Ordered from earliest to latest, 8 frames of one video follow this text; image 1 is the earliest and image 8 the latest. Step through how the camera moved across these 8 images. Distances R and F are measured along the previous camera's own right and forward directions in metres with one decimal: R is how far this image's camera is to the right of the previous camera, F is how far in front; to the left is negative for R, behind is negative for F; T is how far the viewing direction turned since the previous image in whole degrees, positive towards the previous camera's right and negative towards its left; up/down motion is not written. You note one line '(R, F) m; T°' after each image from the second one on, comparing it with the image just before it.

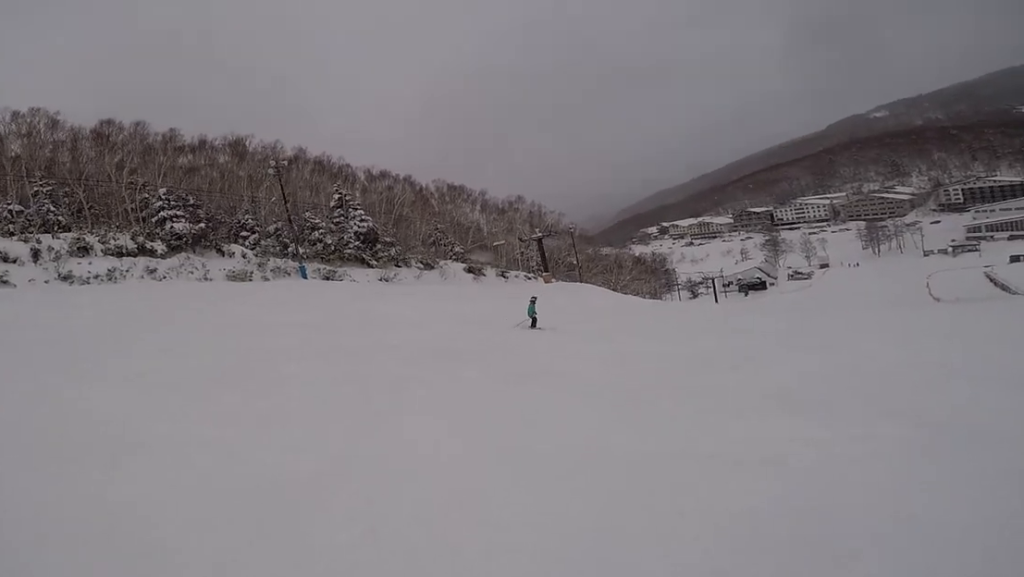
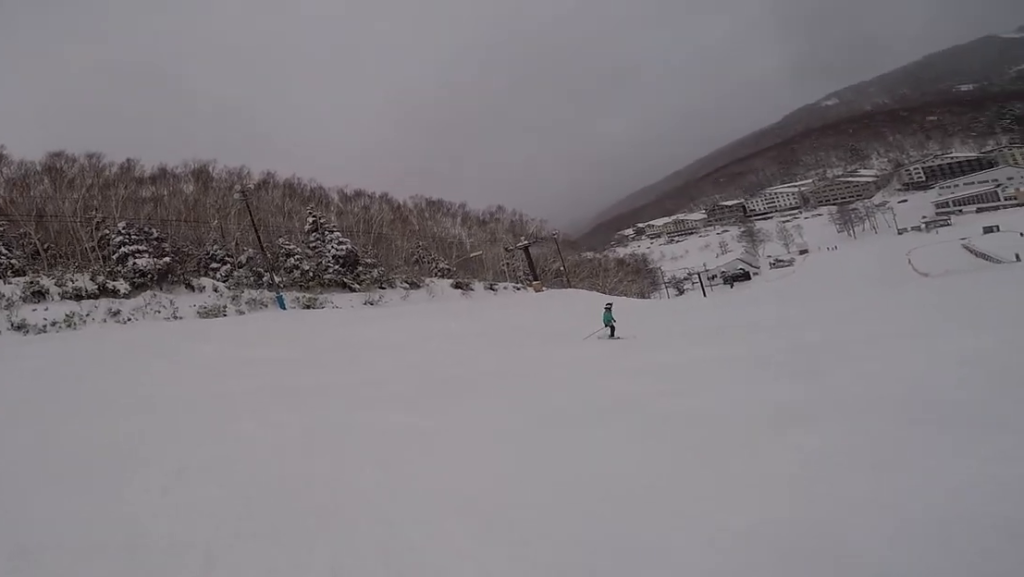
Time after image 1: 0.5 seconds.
(-0.1, +2.0) m; -6°
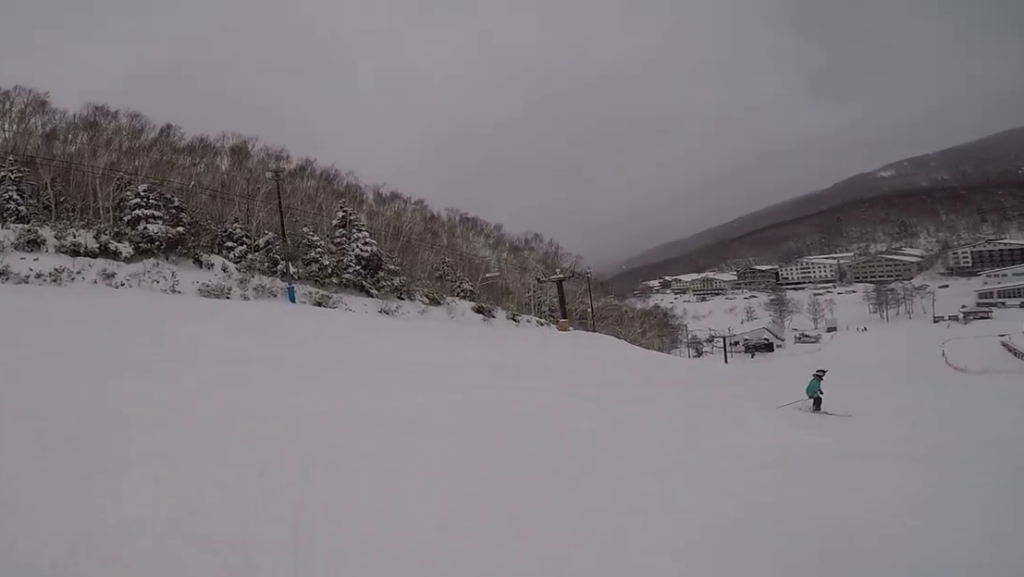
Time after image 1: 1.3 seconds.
(-1.0, +2.9) m; -8°
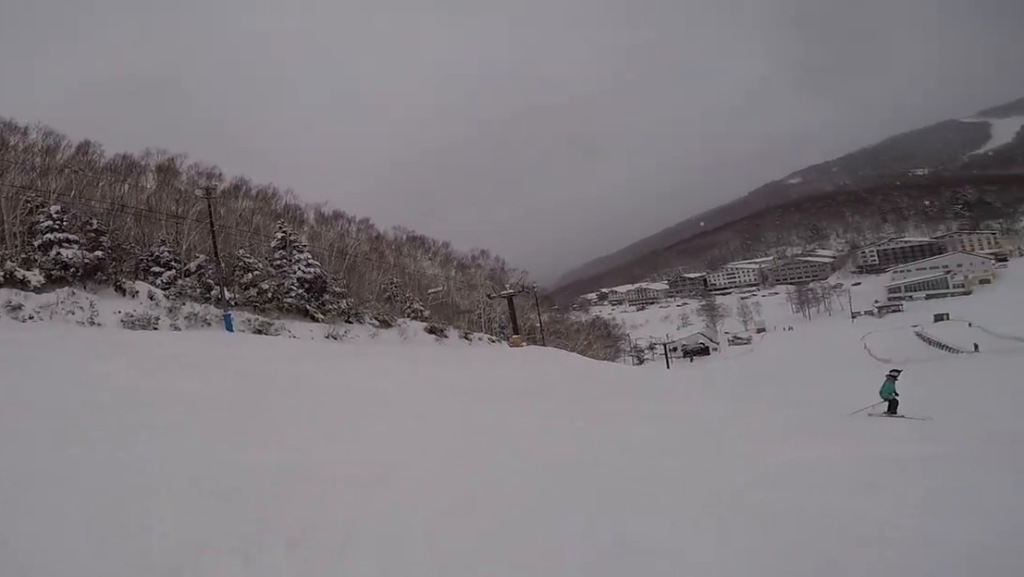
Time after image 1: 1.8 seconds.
(+0.4, +1.8) m; +6°
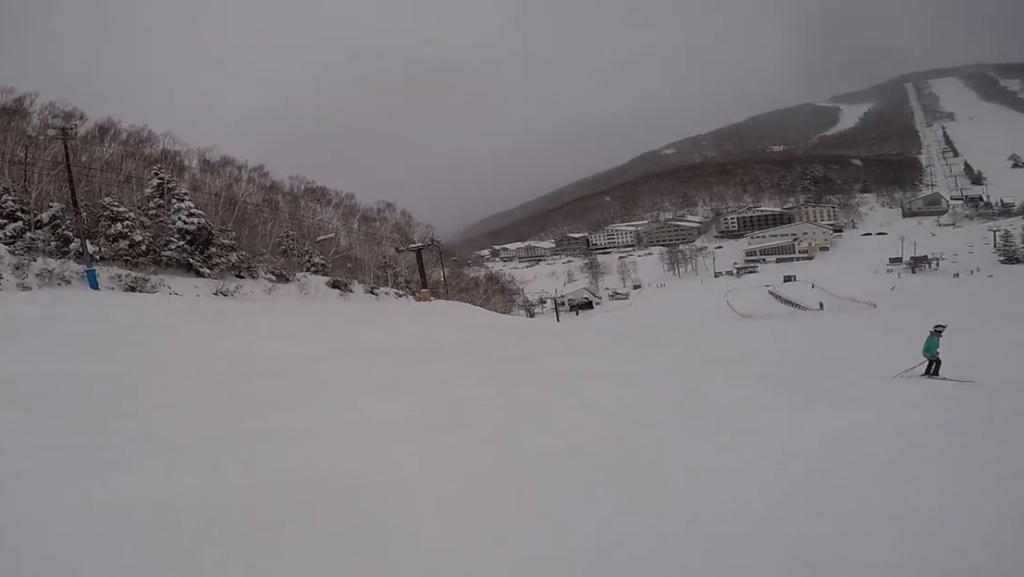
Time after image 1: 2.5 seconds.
(+0.2, +2.6) m; +9°
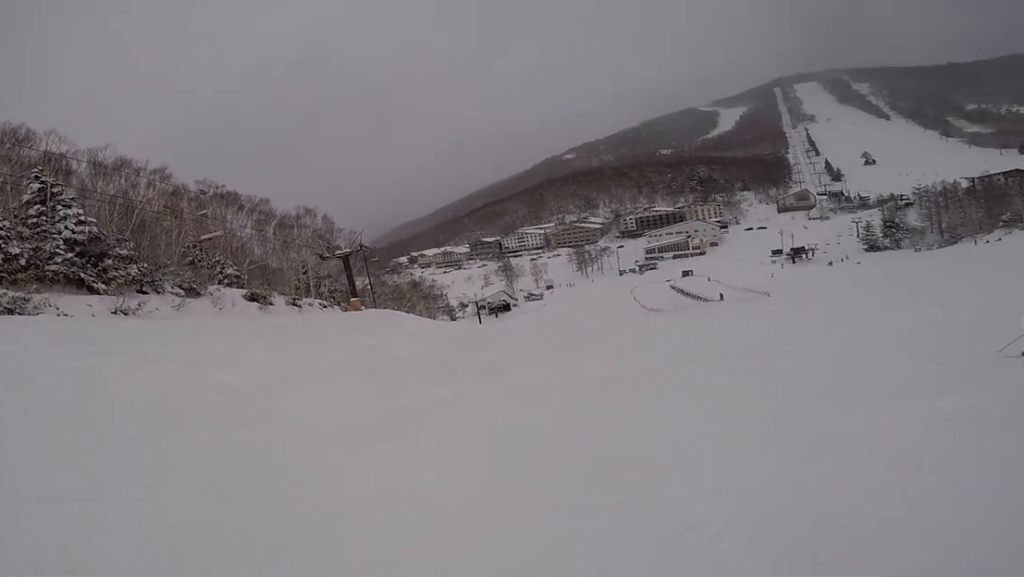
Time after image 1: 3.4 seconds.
(+0.1, +3.2) m; +14°
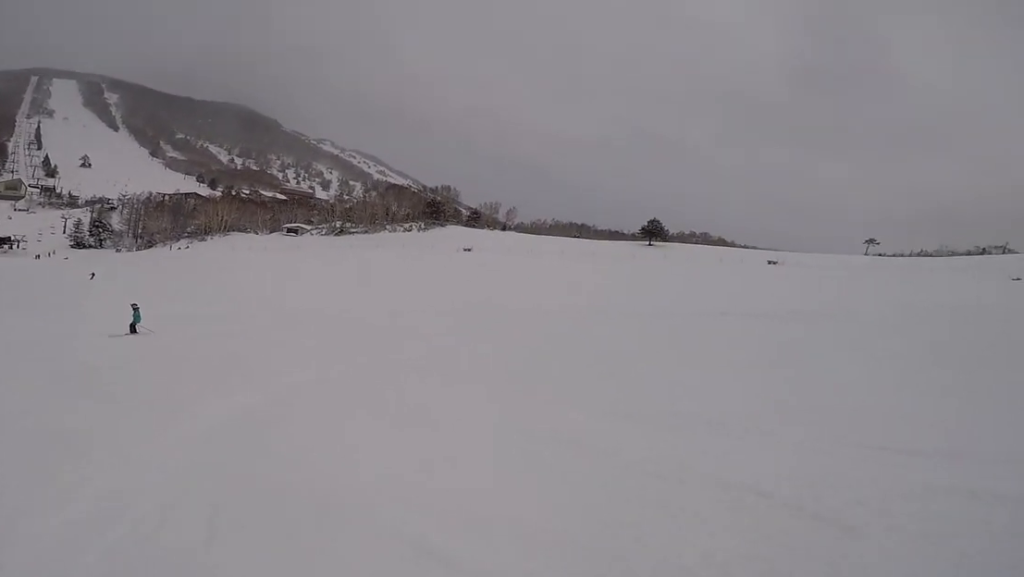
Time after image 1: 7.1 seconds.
(+7.4, +6.2) m; +103°
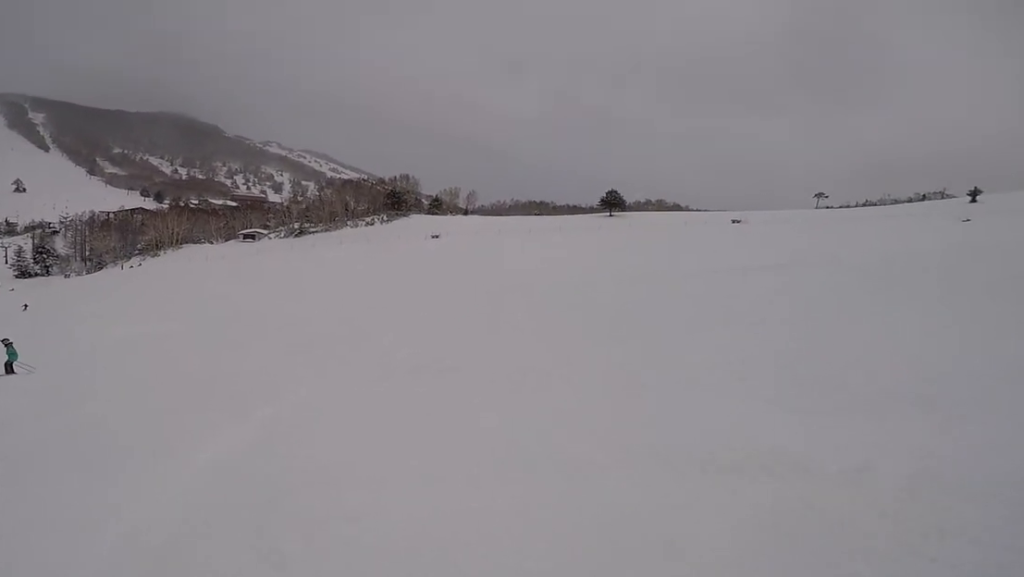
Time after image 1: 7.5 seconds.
(+0.2, +1.8) m; +8°
